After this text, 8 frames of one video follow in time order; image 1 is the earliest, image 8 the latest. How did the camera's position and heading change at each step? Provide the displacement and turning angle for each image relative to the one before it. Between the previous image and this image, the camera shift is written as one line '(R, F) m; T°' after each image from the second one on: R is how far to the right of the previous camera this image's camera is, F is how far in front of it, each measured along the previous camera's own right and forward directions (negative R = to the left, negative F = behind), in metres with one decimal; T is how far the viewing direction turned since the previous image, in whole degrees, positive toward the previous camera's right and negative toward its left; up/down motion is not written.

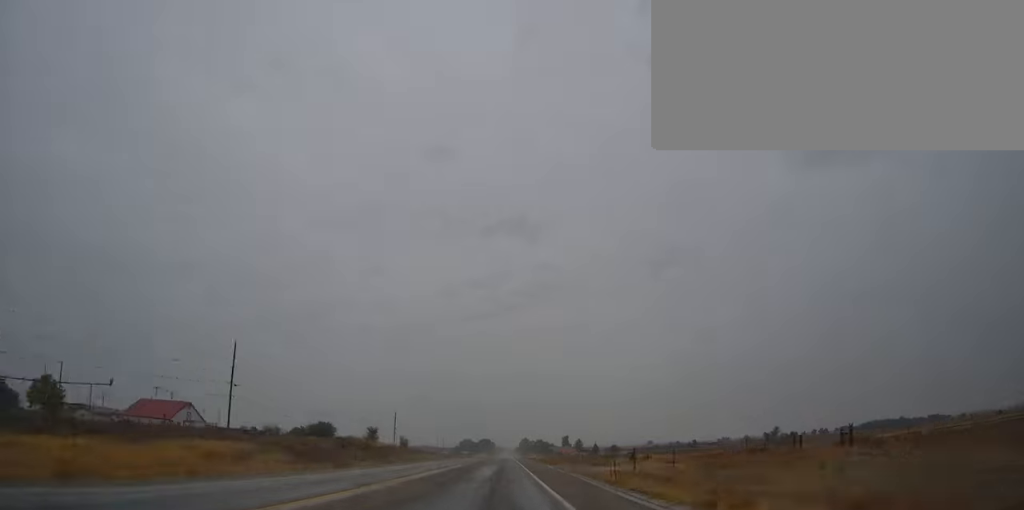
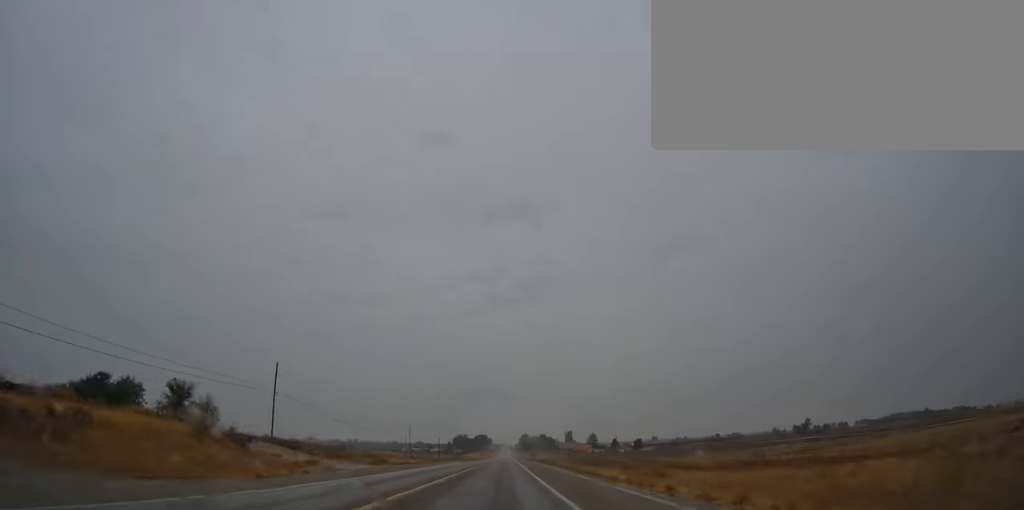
(-0.6, +88.3) m; -1°
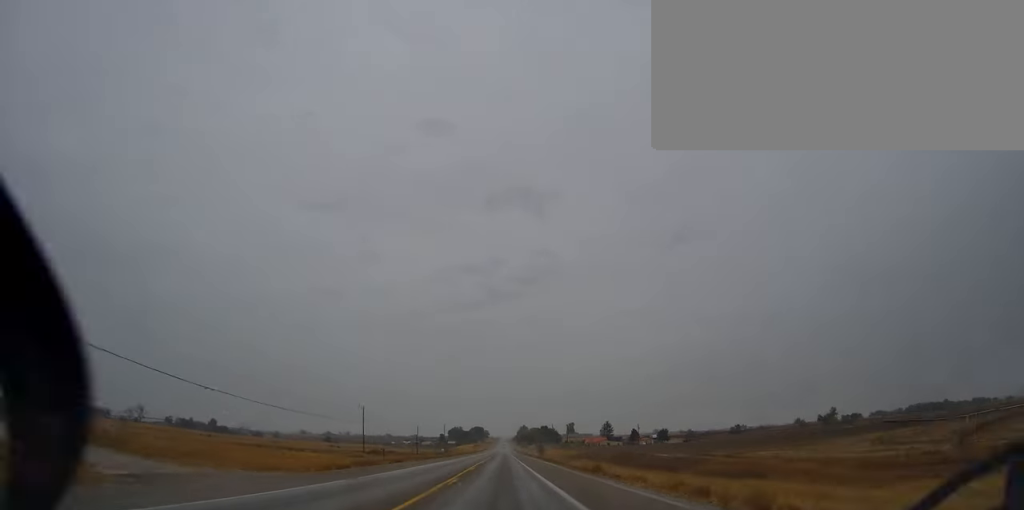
(-0.1, +61.9) m; 0°
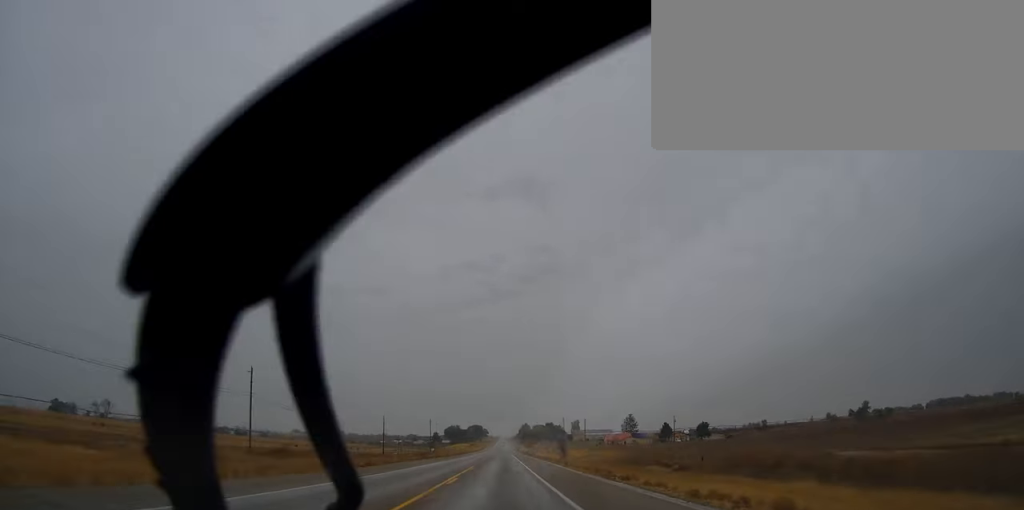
(+0.5, +61.7) m; 0°
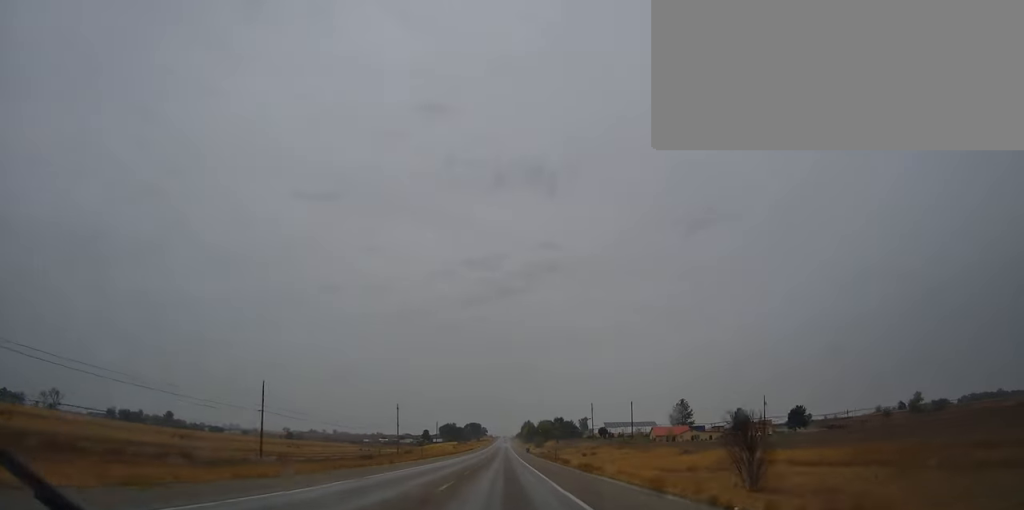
(0.0, +81.4) m; 0°
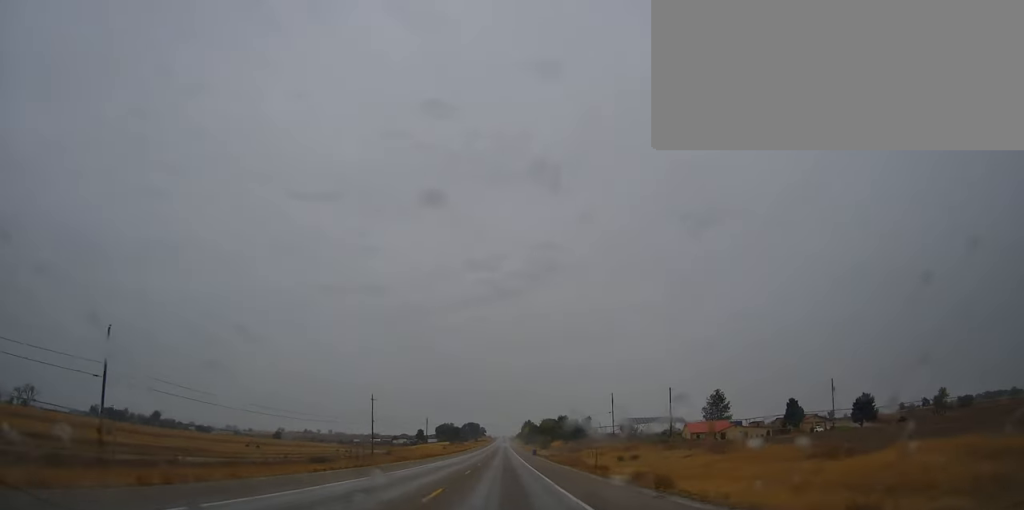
(0.0, +33.8) m; 0°
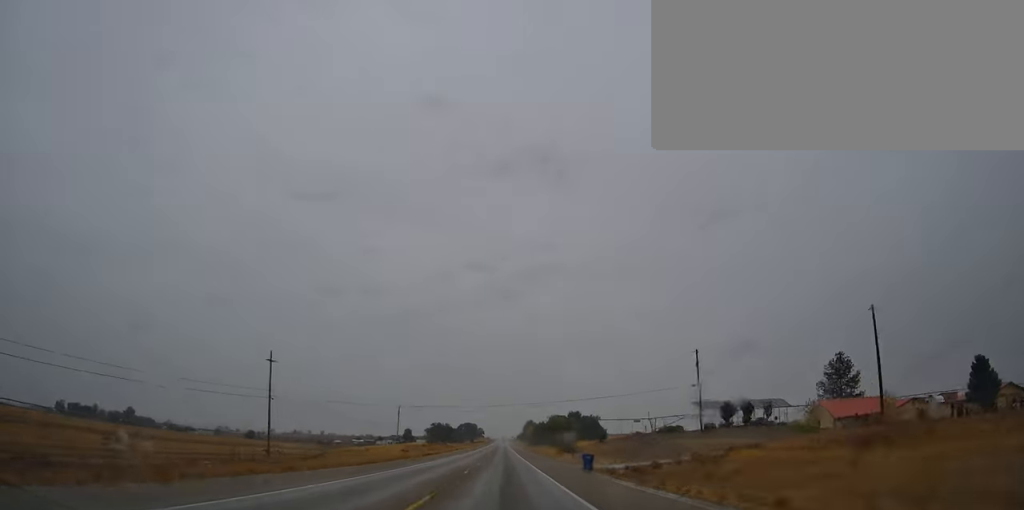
(0.0, +63.8) m; 0°
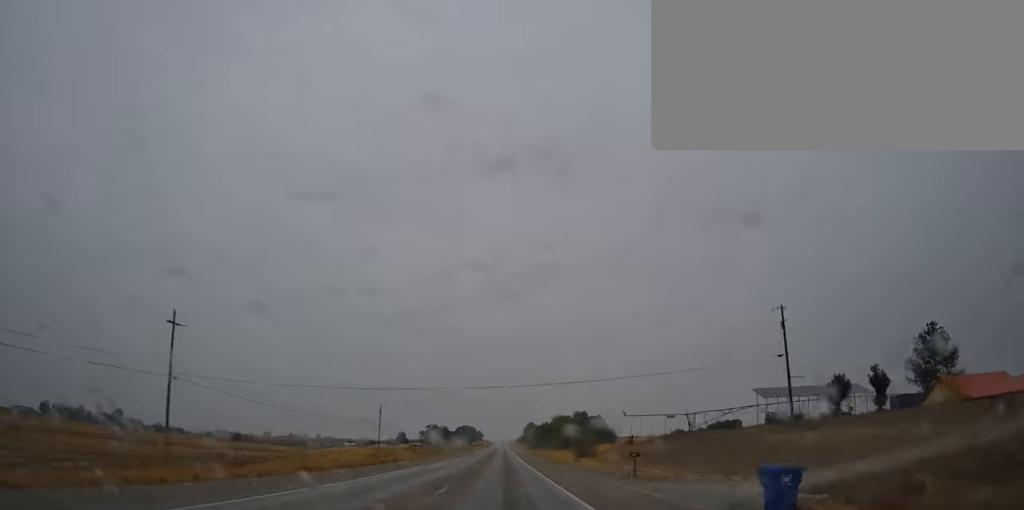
(0.0, +25.9) m; 0°
